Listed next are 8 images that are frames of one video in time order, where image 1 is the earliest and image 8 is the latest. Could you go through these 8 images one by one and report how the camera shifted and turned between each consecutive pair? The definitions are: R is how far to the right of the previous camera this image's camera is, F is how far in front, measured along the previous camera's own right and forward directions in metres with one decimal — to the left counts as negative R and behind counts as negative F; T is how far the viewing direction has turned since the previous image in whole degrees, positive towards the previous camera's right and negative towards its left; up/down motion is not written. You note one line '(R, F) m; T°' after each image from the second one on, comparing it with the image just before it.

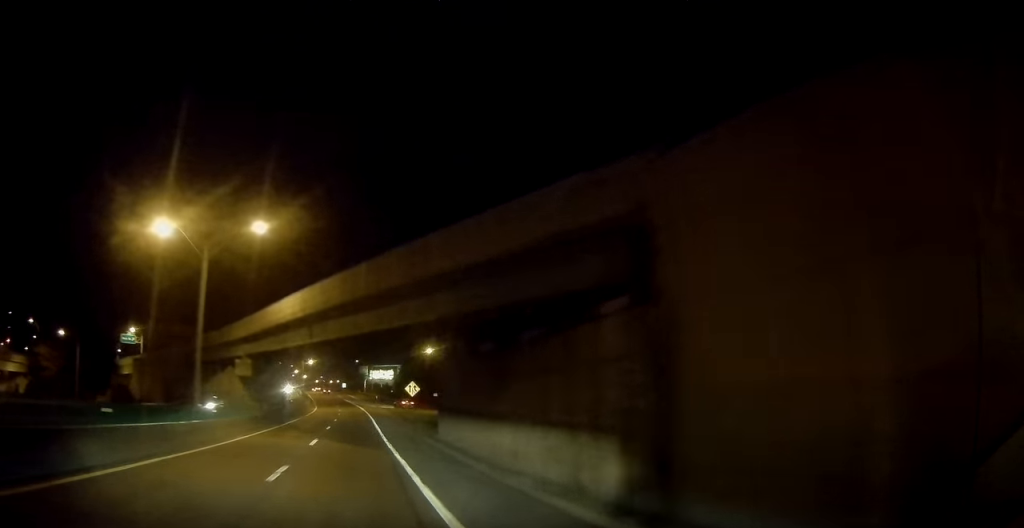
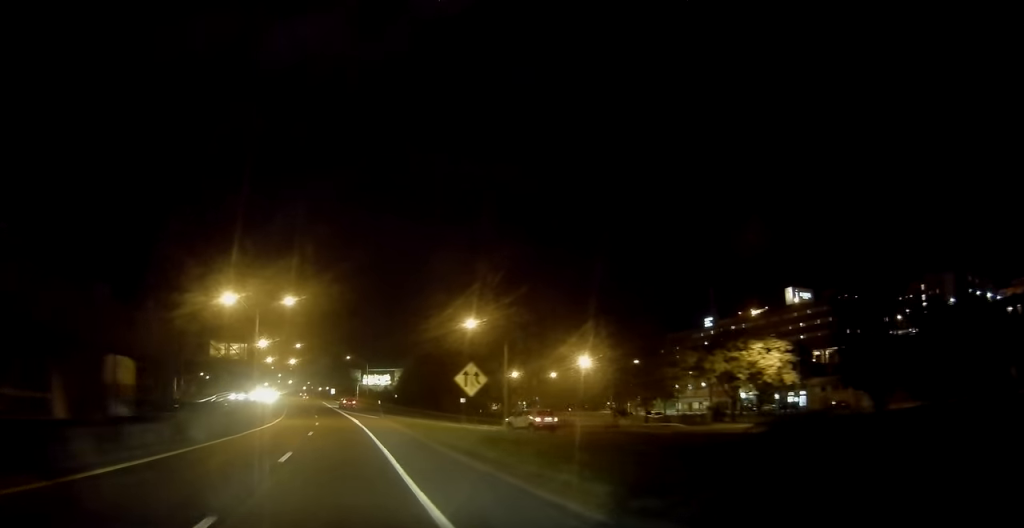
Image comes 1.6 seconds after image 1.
(+0.9, +35.2) m; +2°
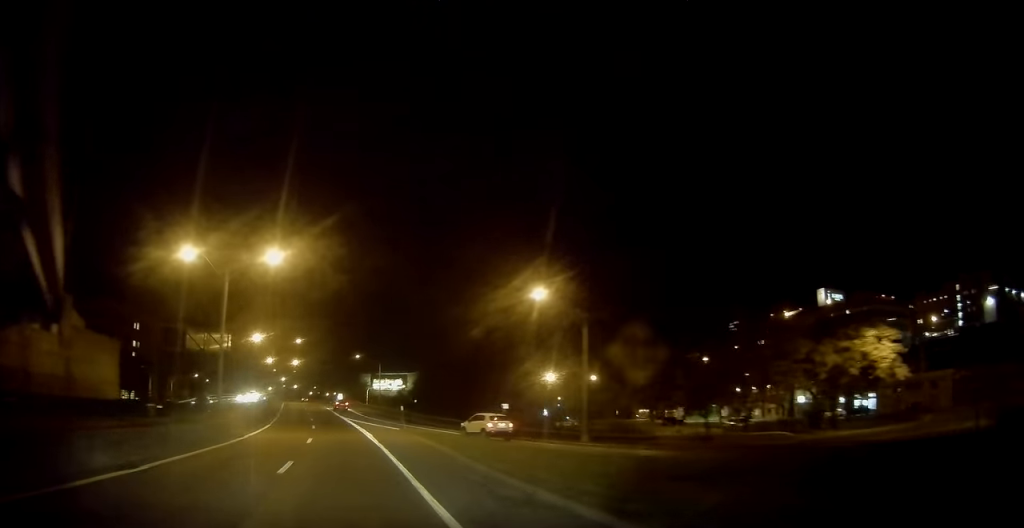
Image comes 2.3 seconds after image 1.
(0.0, +16.1) m; -1°
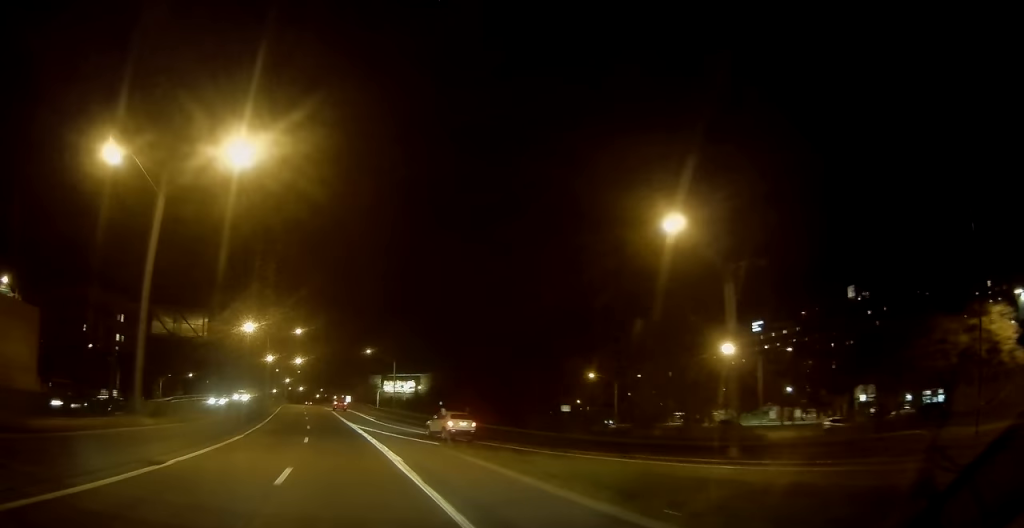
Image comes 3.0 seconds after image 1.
(-0.1, +14.5) m; -1°
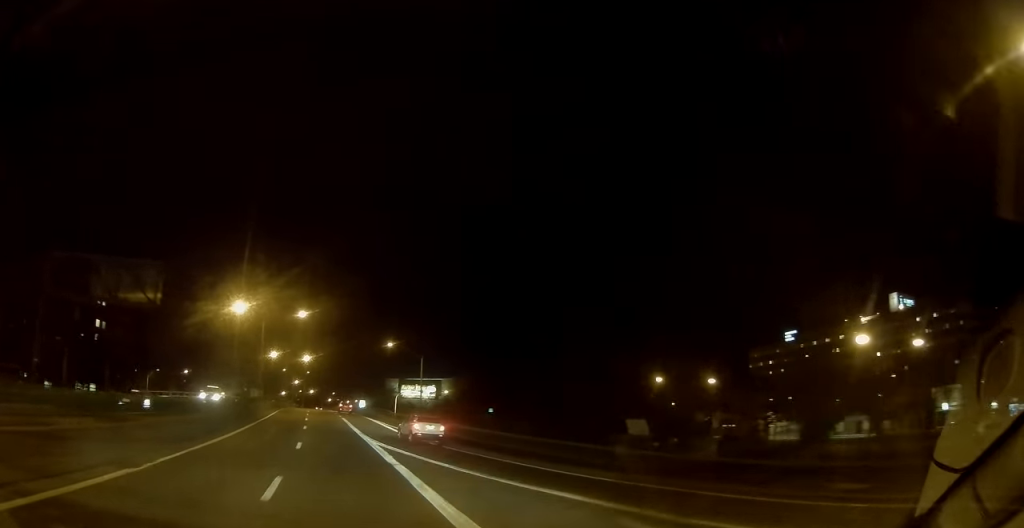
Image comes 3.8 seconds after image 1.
(-0.1, +16.5) m; -1°
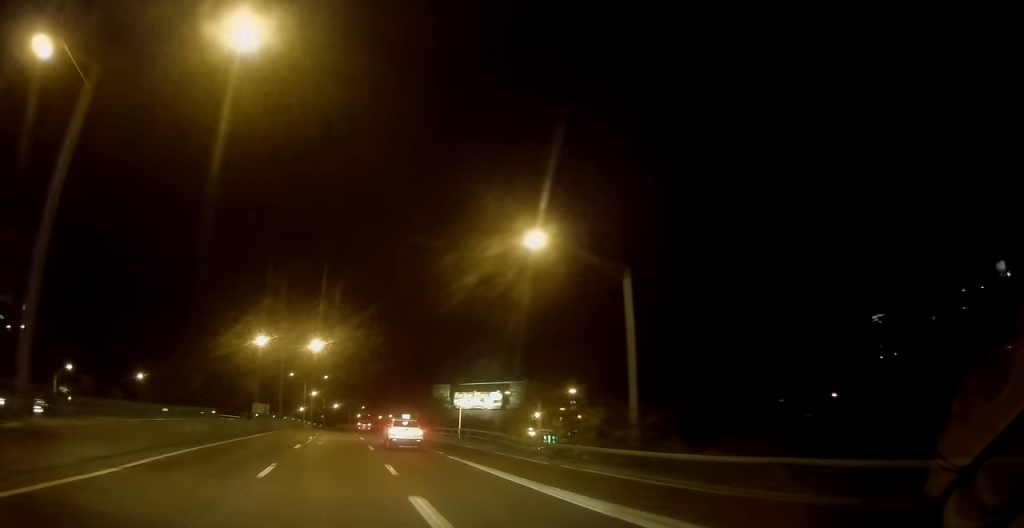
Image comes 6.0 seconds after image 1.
(-1.2, +47.4) m; -3°
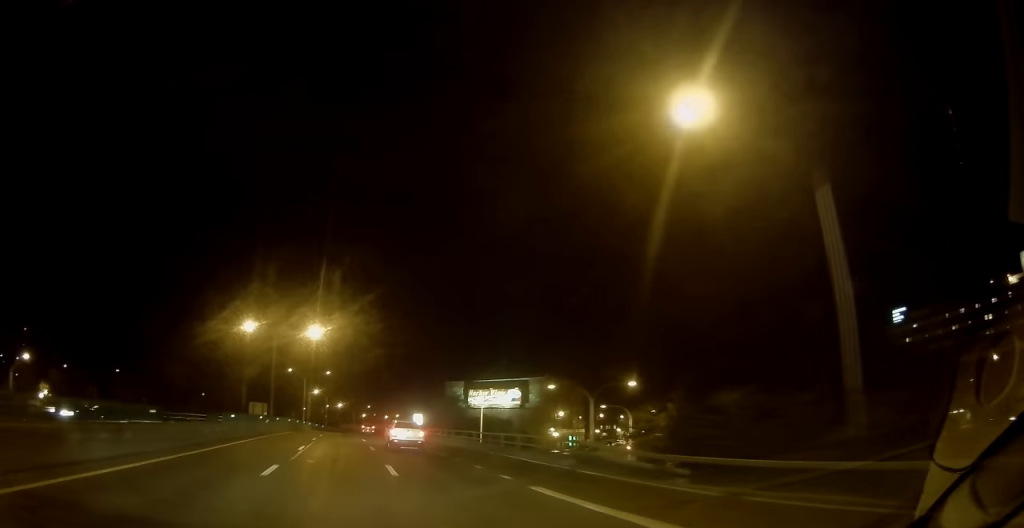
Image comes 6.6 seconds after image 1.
(0.0, +11.6) m; 0°
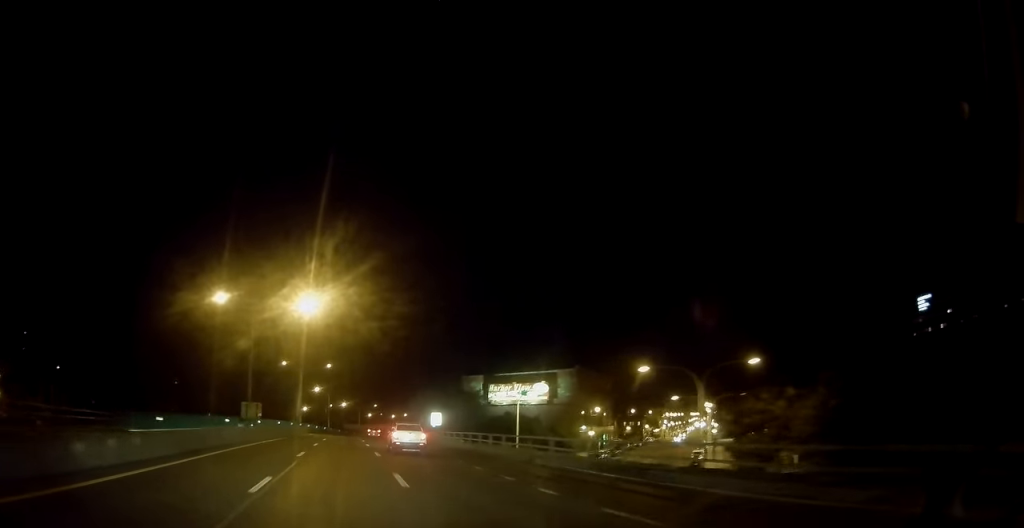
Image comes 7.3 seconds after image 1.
(-0.2, +14.8) m; -1°
